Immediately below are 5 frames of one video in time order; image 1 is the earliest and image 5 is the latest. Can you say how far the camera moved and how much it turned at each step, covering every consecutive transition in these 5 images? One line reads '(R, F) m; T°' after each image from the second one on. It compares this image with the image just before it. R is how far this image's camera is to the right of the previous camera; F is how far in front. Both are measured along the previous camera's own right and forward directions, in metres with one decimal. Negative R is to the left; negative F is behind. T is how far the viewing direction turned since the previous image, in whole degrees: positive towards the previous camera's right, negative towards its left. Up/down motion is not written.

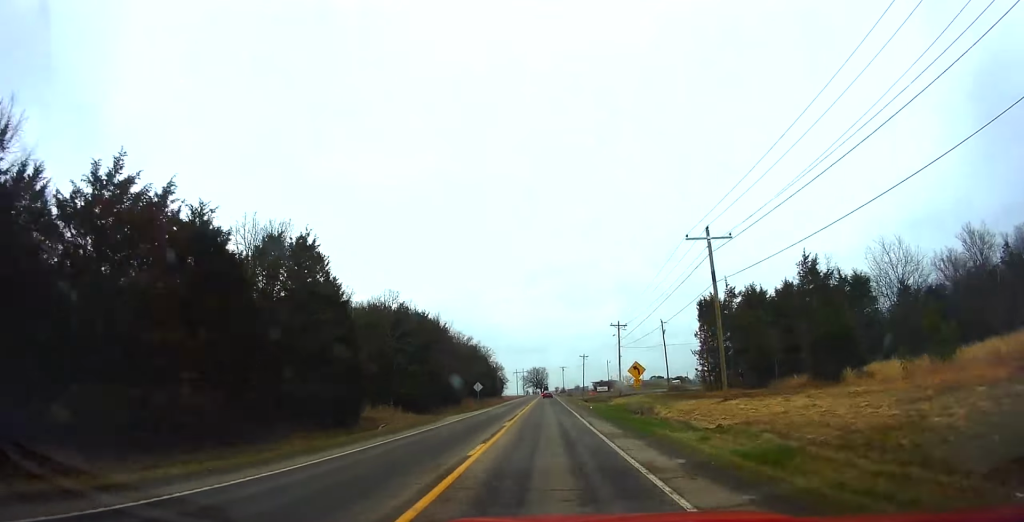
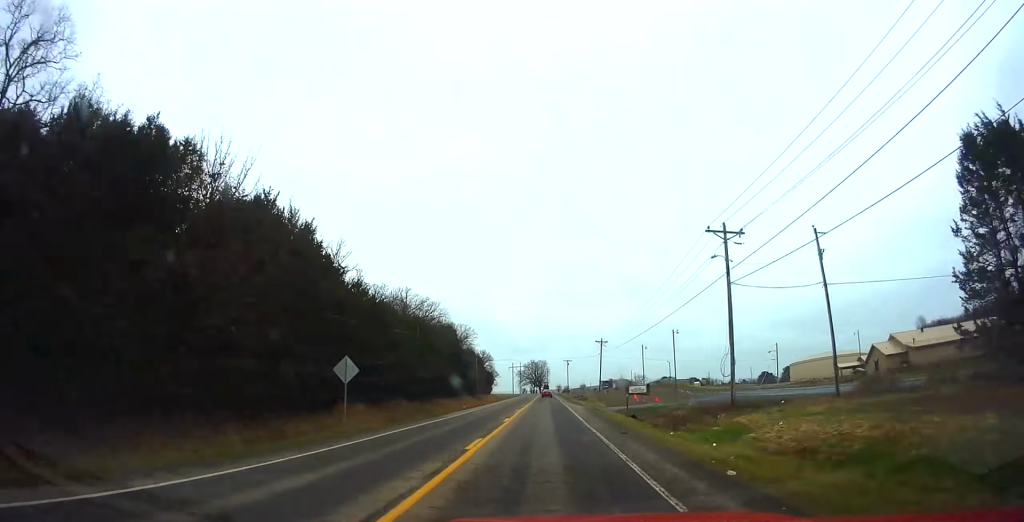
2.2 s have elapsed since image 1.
(-0.2, +48.6) m; 0°
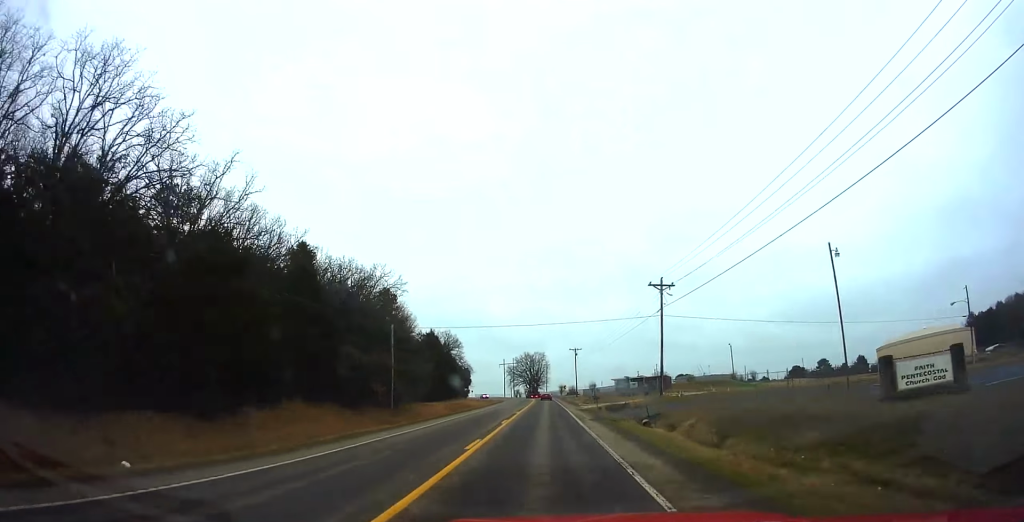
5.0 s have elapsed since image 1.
(+0.3, +60.8) m; 0°
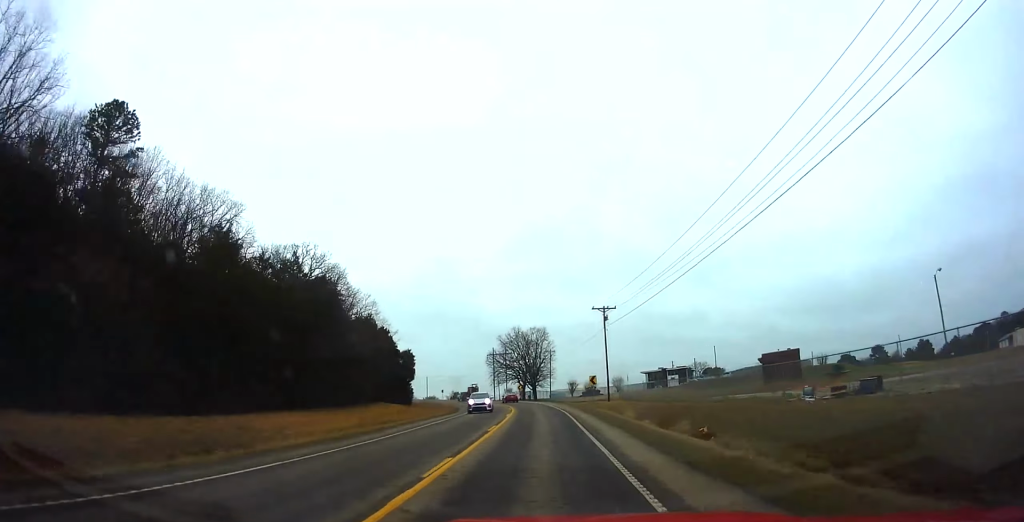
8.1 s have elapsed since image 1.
(-0.2, +65.4) m; -2°
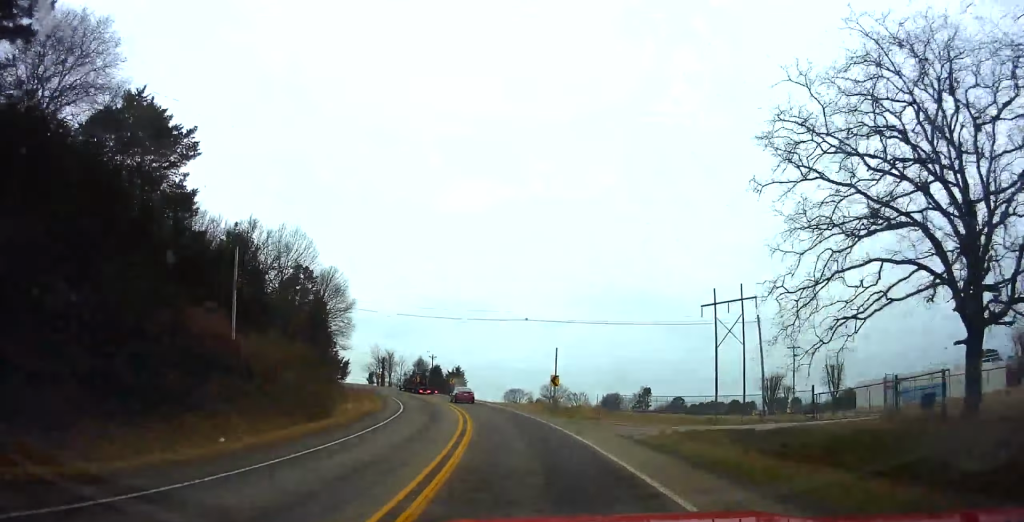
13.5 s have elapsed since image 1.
(-10.5, +105.1) m; -17°
